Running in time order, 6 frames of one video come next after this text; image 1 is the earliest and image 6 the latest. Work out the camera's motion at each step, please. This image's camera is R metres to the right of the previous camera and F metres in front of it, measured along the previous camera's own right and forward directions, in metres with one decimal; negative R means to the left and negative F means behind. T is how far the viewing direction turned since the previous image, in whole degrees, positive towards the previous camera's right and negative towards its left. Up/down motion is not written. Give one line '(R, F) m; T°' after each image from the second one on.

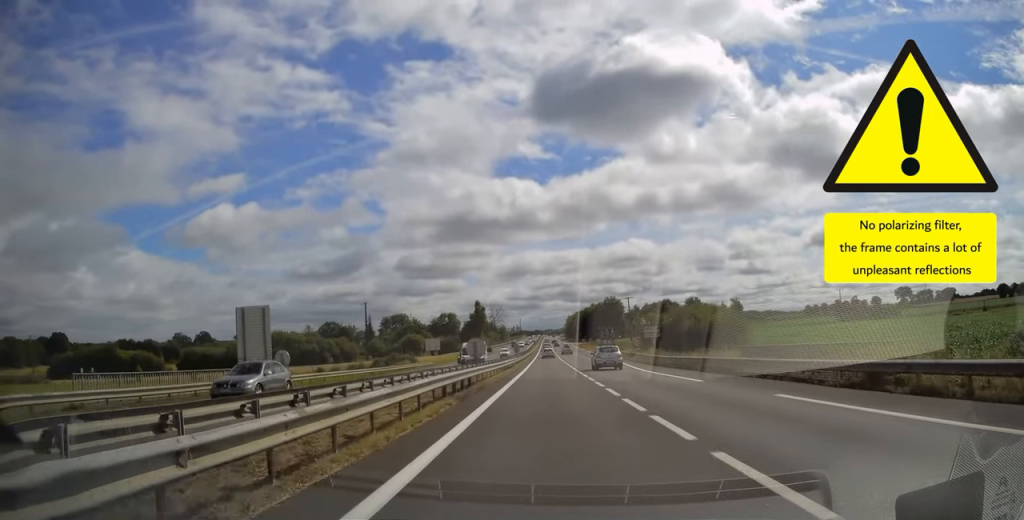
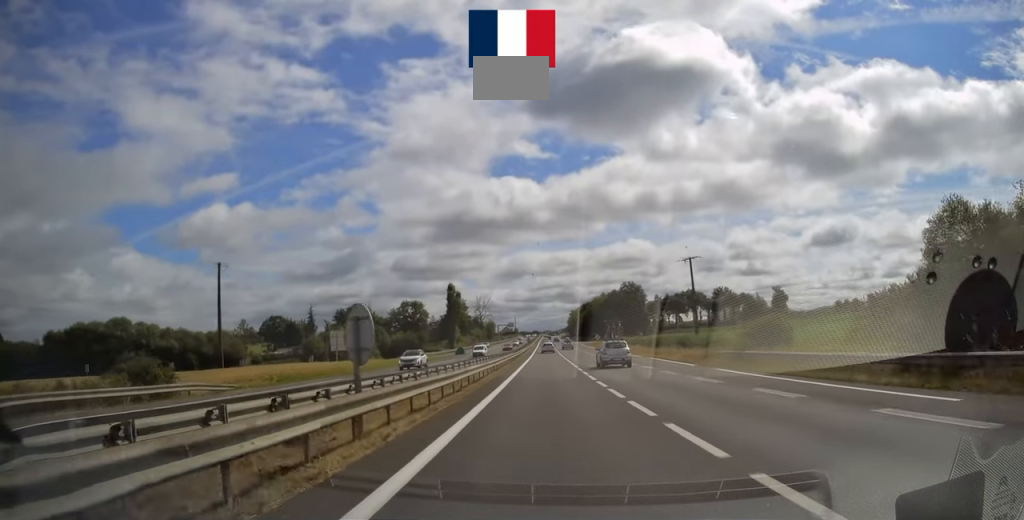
(+0.5, +57.1) m; 0°
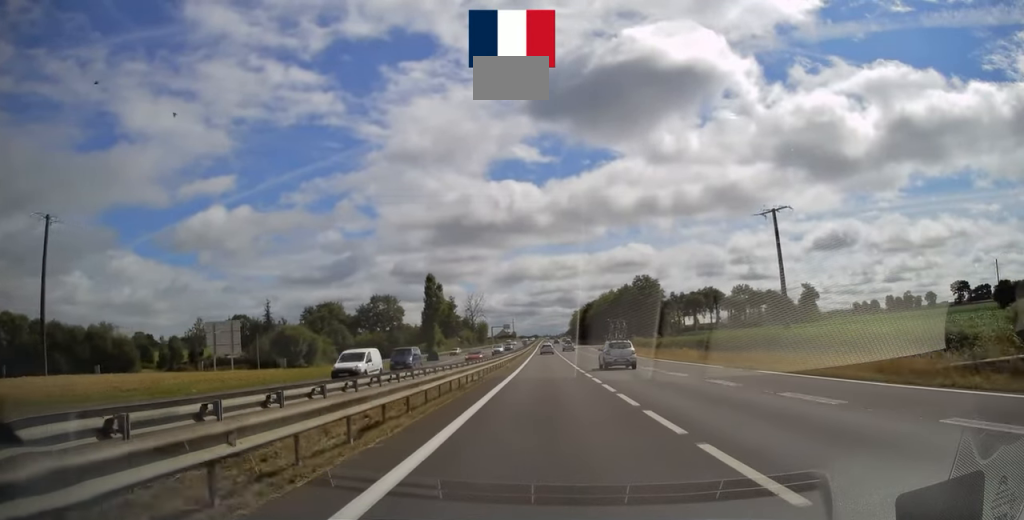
(-0.3, +28.1) m; 0°
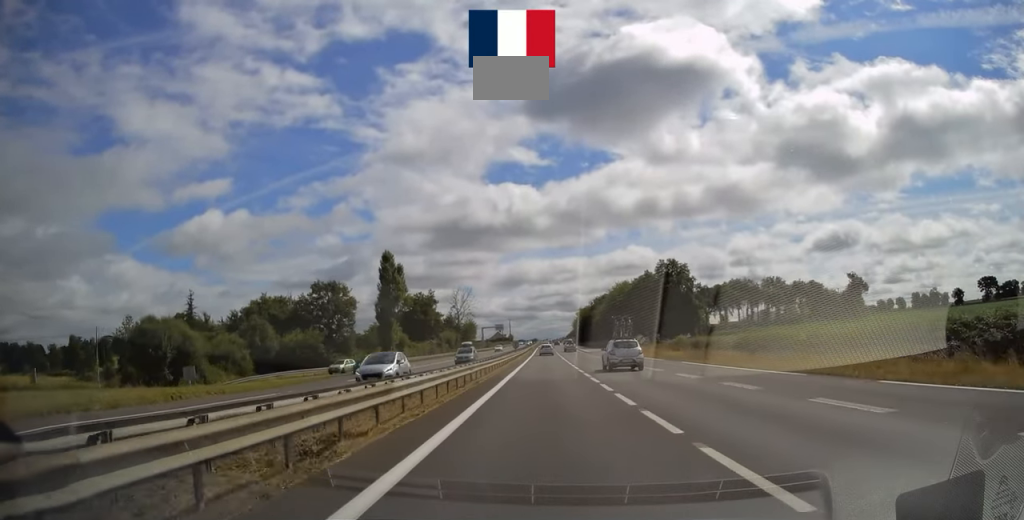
(+0.3, +34.3) m; +1°
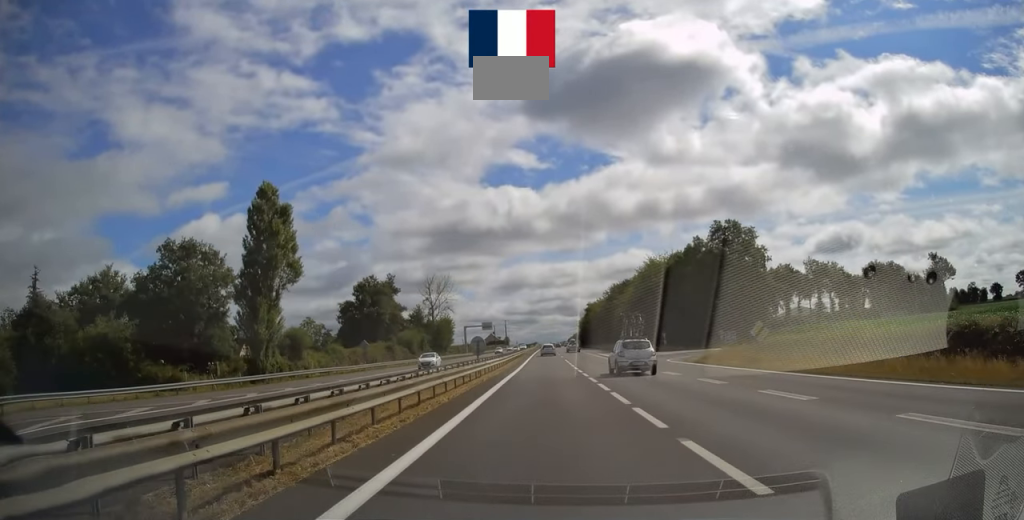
(0.0, +42.5) m; 0°
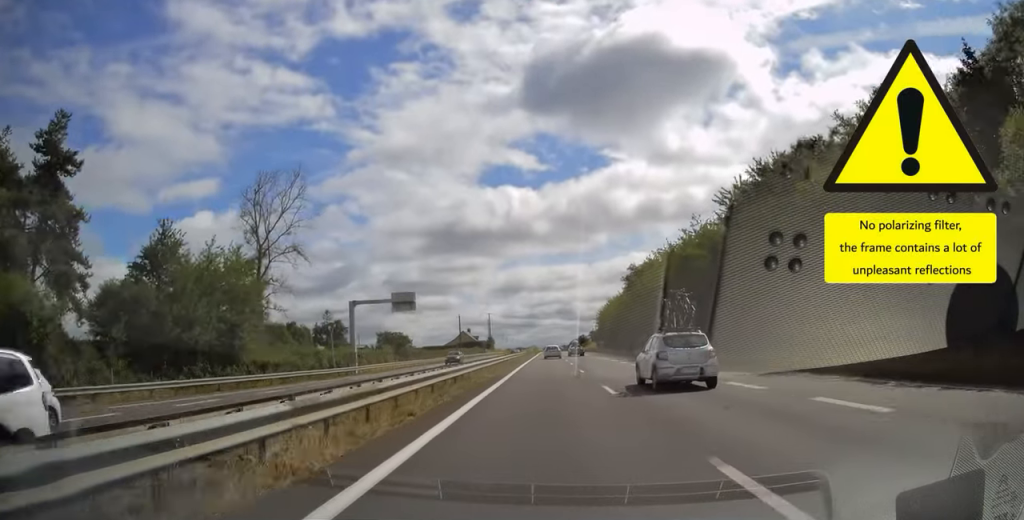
(+0.5, +86.8) m; 0°
